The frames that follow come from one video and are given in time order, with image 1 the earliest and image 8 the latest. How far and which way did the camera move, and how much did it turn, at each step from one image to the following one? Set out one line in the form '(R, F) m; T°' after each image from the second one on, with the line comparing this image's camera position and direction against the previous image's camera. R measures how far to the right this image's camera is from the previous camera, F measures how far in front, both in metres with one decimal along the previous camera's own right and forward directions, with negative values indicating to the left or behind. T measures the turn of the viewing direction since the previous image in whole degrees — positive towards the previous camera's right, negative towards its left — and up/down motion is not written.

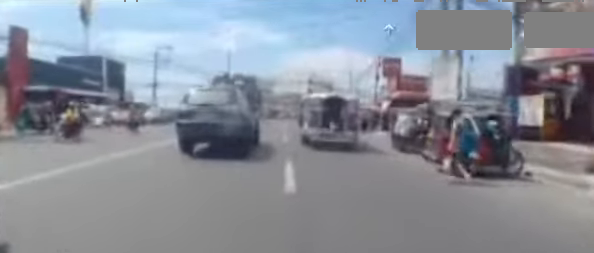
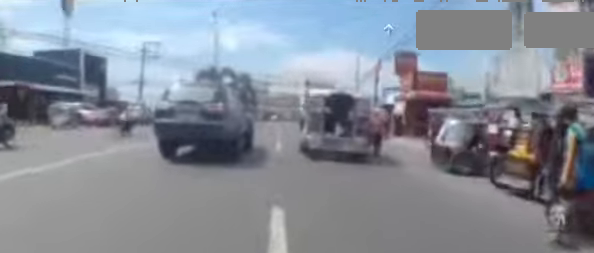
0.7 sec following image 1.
(-0.2, +3.8) m; -7°
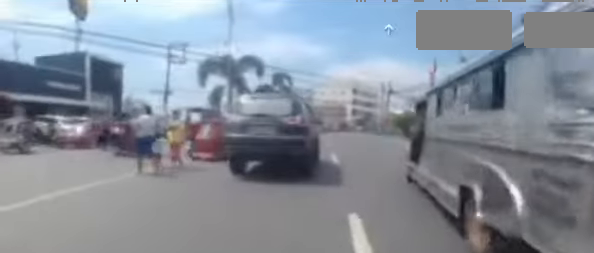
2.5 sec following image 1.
(-0.7, +9.1) m; +4°
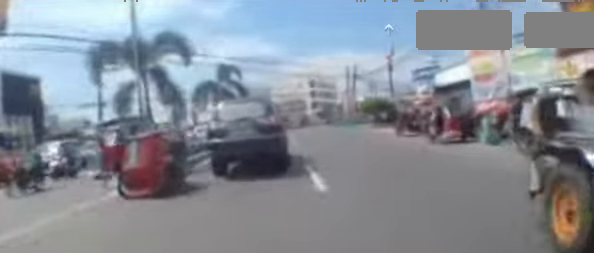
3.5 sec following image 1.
(+0.7, +4.9) m; +7°
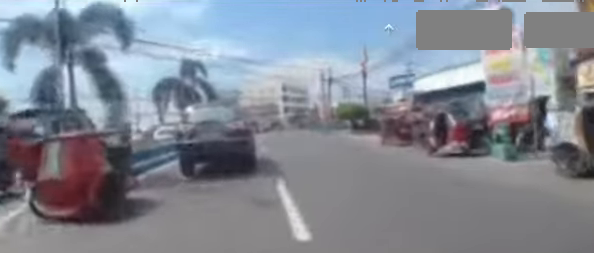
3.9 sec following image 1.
(+0.1, +2.5) m; -2°
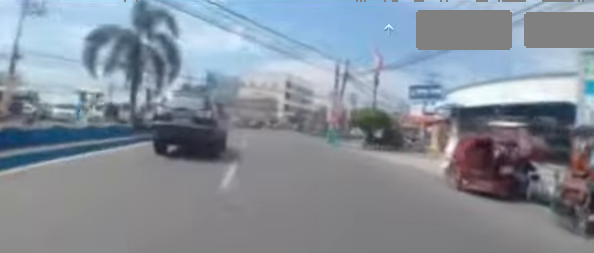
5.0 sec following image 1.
(-0.4, +7.2) m; -5°
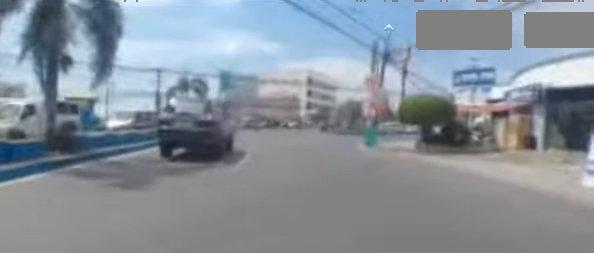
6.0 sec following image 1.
(0.0, +6.5) m; +3°
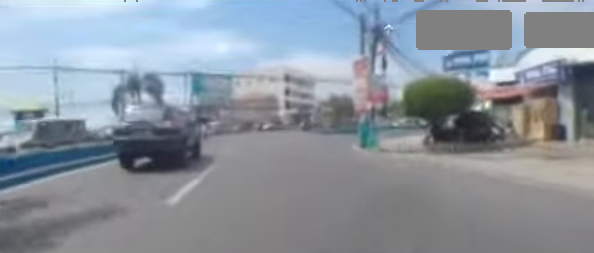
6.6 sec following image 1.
(+0.1, +4.1) m; +4°
